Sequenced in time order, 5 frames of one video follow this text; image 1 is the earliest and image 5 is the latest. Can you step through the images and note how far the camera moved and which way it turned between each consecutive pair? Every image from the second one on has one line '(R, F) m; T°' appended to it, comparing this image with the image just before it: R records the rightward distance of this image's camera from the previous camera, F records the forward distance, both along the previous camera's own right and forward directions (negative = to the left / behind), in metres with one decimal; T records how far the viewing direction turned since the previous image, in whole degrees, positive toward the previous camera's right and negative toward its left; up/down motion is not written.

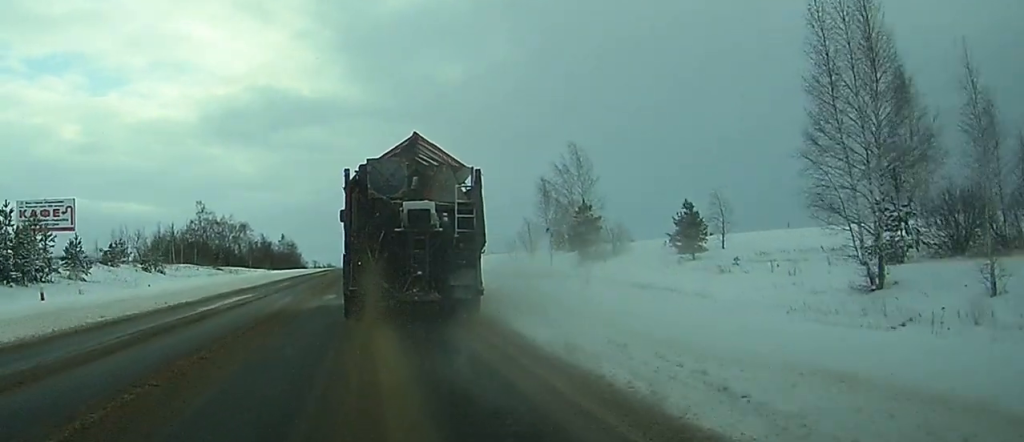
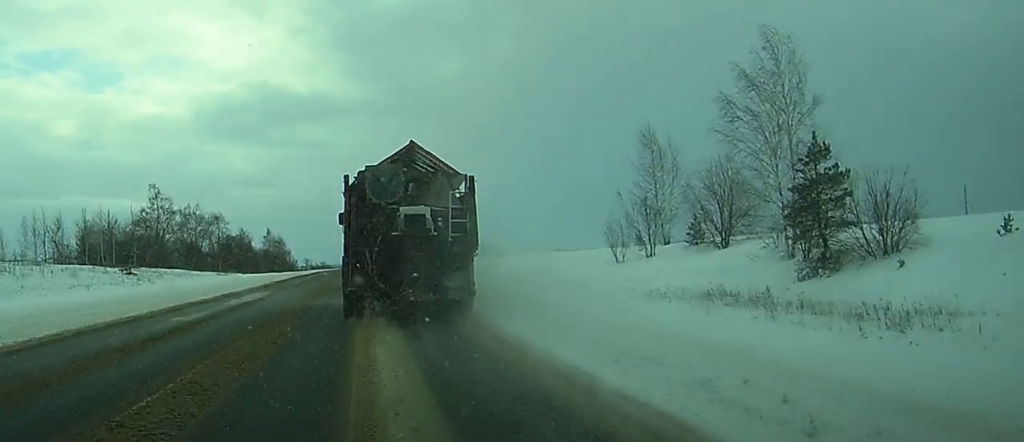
(-0.1, +45.1) m; 0°
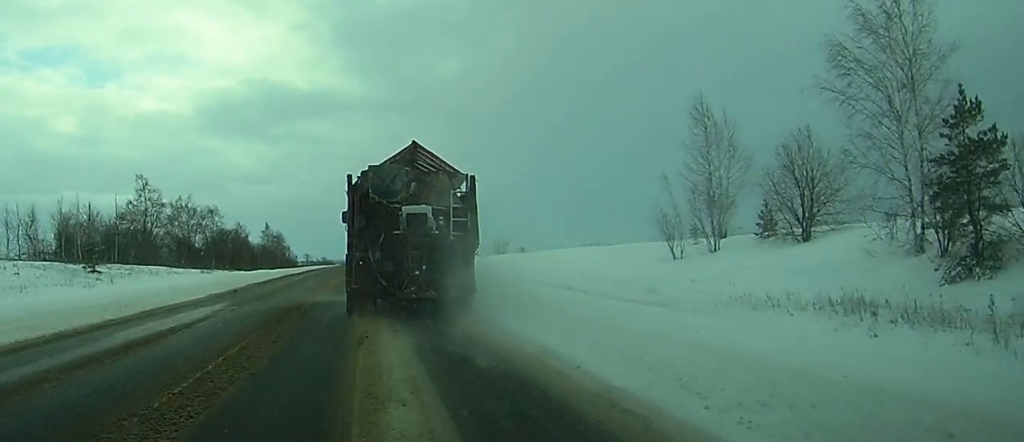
(0.0, +11.2) m; 0°
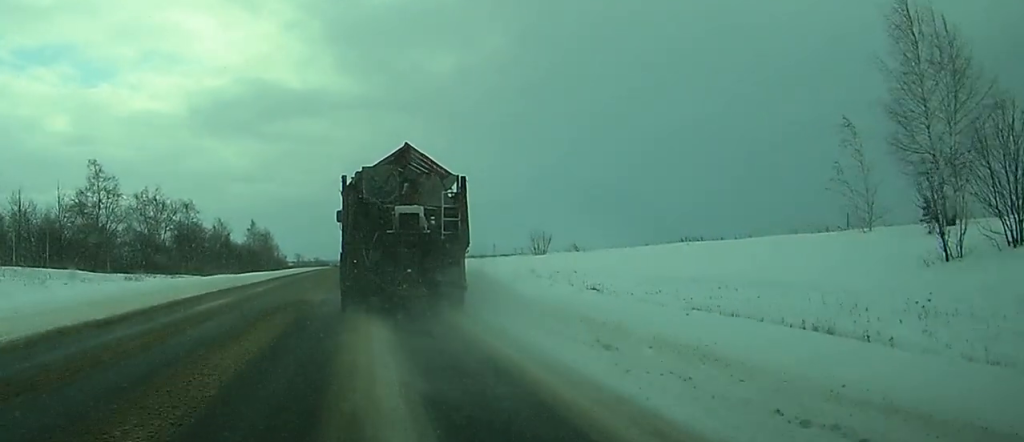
(+0.1, +25.8) m; 0°
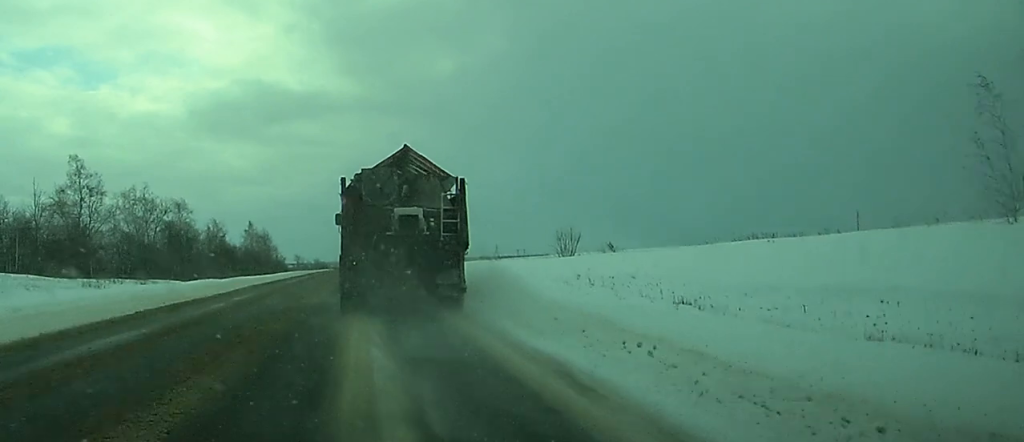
(0.0, +9.5) m; 0°
